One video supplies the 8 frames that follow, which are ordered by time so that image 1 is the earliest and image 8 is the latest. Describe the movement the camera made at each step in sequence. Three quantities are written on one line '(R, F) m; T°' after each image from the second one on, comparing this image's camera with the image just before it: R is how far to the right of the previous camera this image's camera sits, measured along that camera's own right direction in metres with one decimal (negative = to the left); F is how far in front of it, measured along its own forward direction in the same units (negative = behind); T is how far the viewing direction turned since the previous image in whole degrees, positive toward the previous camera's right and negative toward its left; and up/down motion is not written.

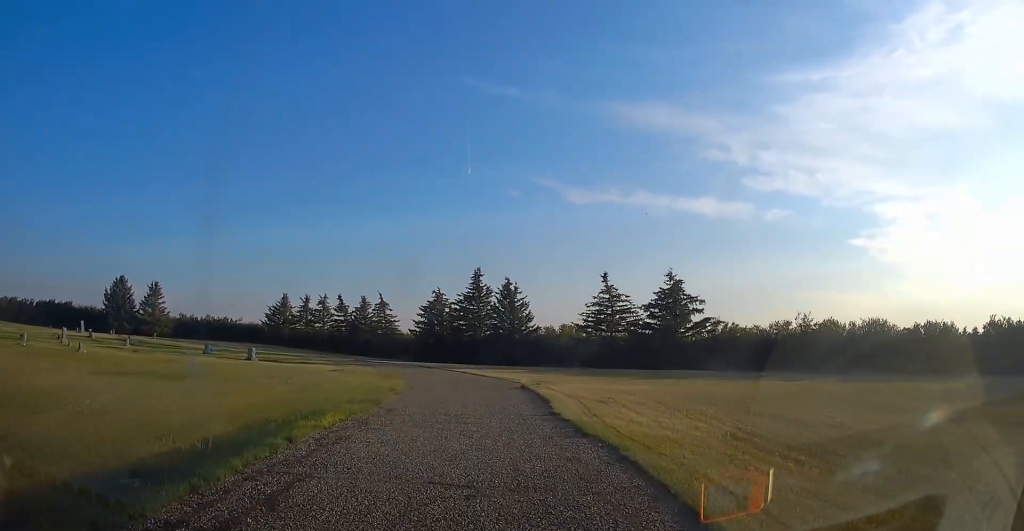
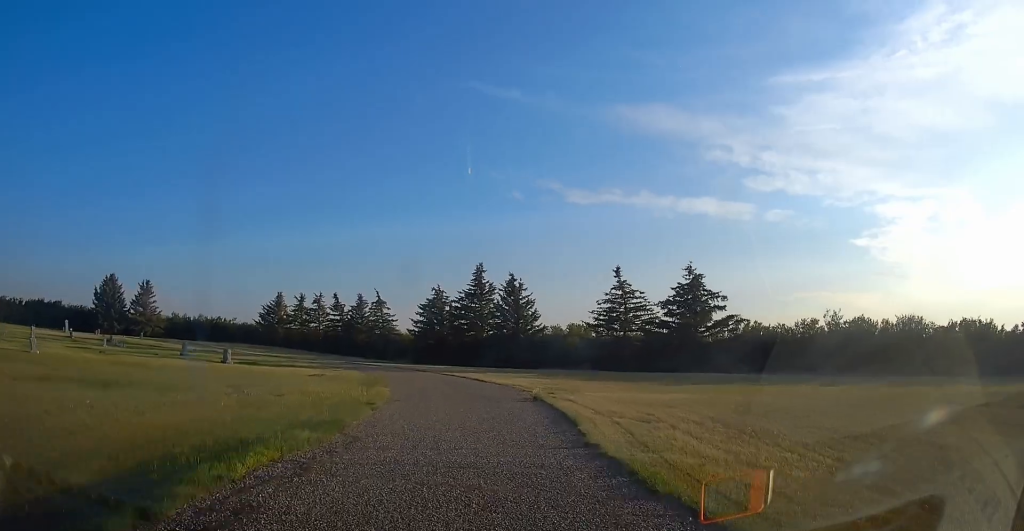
(+0.1, +4.6) m; +1°
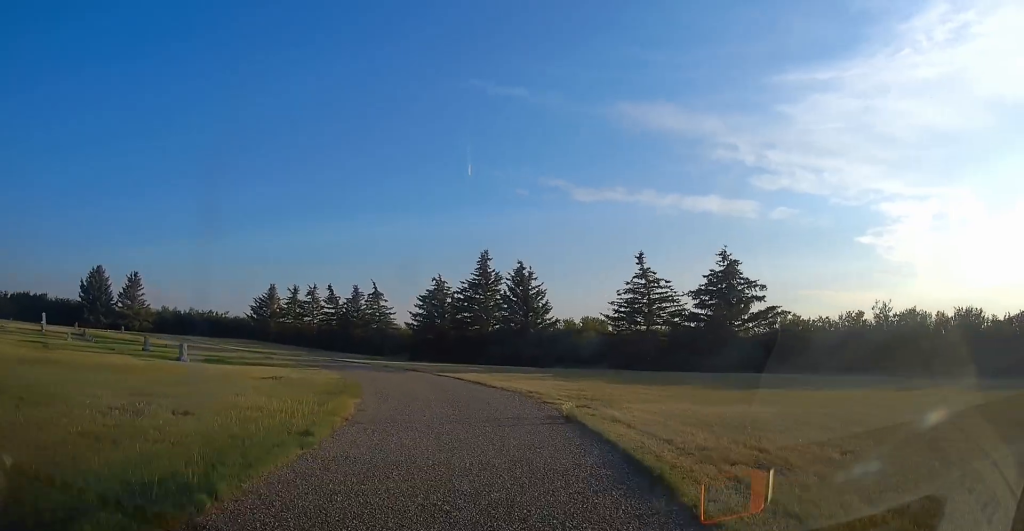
(0.0, +6.3) m; -1°
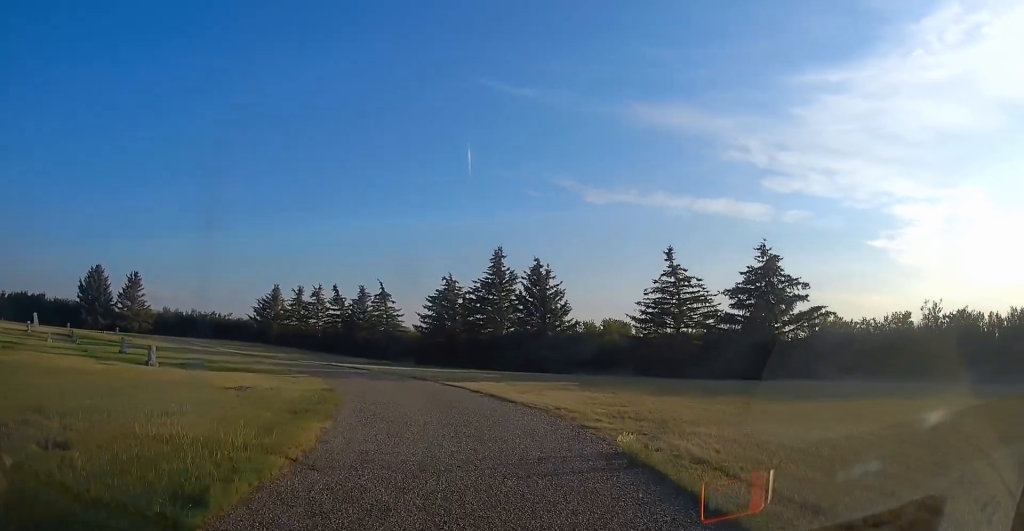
(-0.1, +4.3) m; 0°
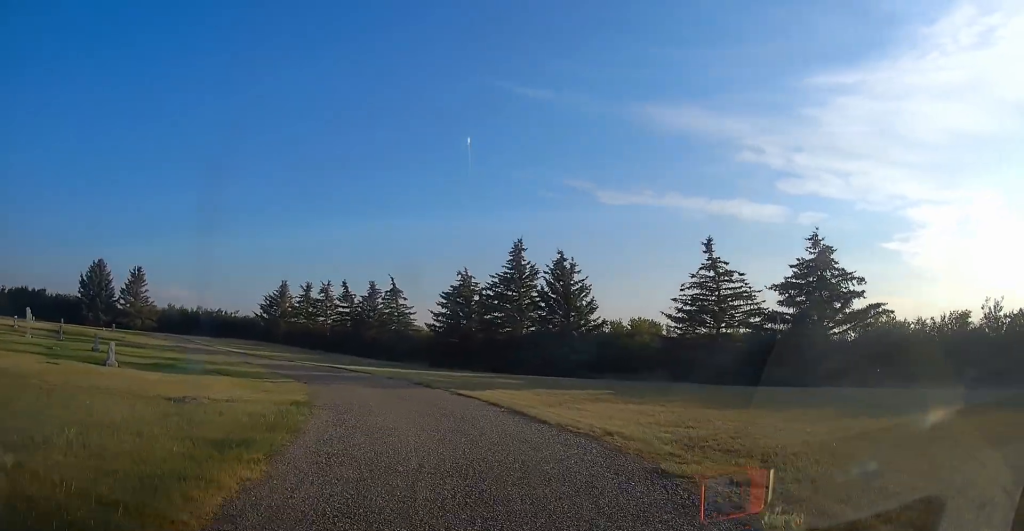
(0.0, +4.5) m; -1°
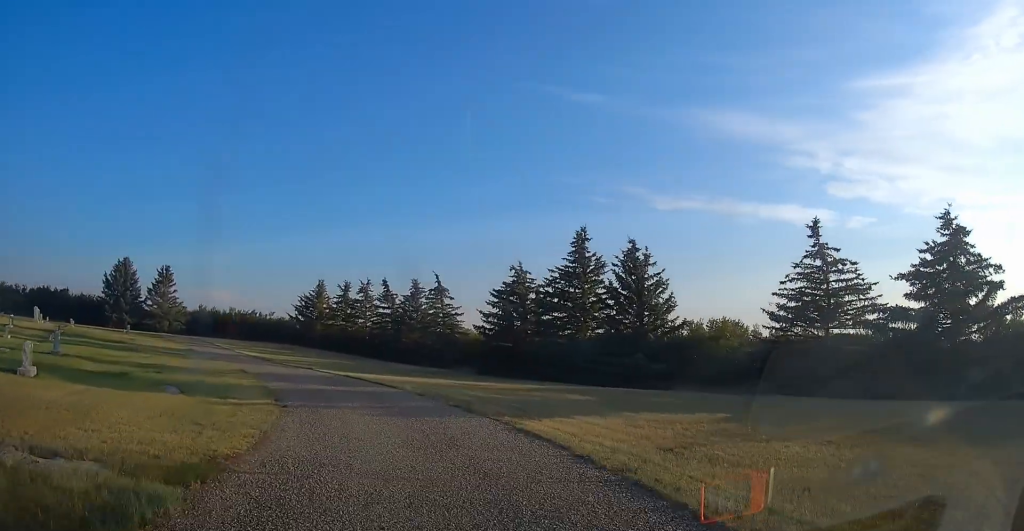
(-0.2, +7.6) m; -4°
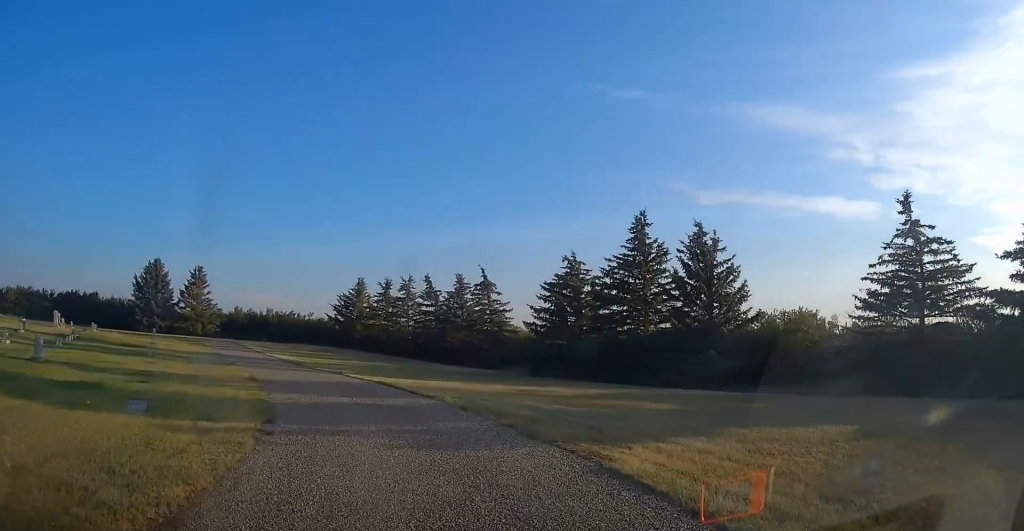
(-0.2, +4.4) m; -3°
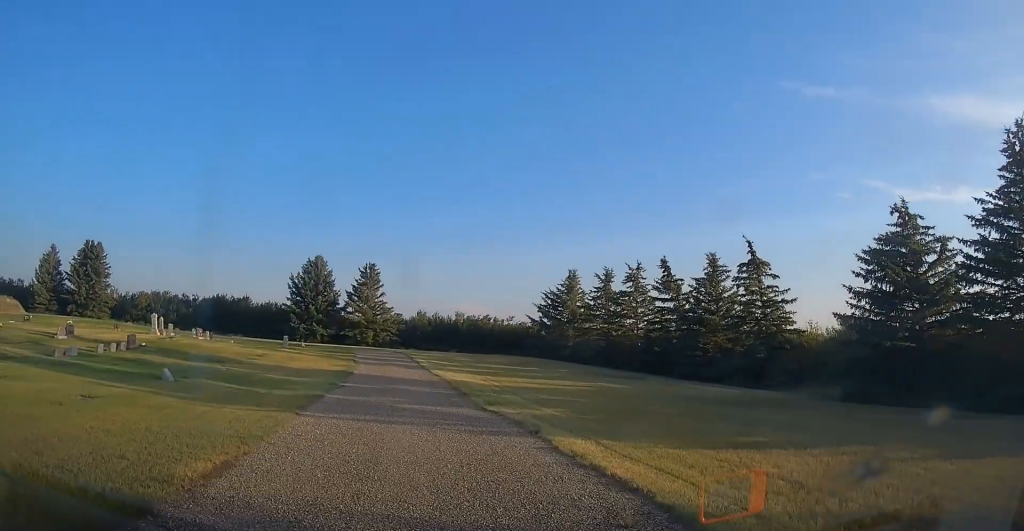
(-3.4, +17.6) m; -21°
